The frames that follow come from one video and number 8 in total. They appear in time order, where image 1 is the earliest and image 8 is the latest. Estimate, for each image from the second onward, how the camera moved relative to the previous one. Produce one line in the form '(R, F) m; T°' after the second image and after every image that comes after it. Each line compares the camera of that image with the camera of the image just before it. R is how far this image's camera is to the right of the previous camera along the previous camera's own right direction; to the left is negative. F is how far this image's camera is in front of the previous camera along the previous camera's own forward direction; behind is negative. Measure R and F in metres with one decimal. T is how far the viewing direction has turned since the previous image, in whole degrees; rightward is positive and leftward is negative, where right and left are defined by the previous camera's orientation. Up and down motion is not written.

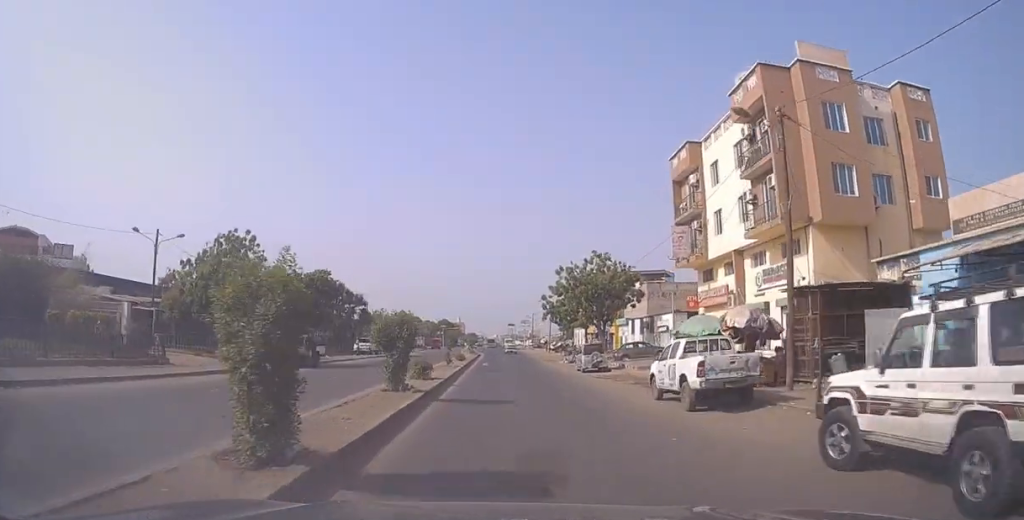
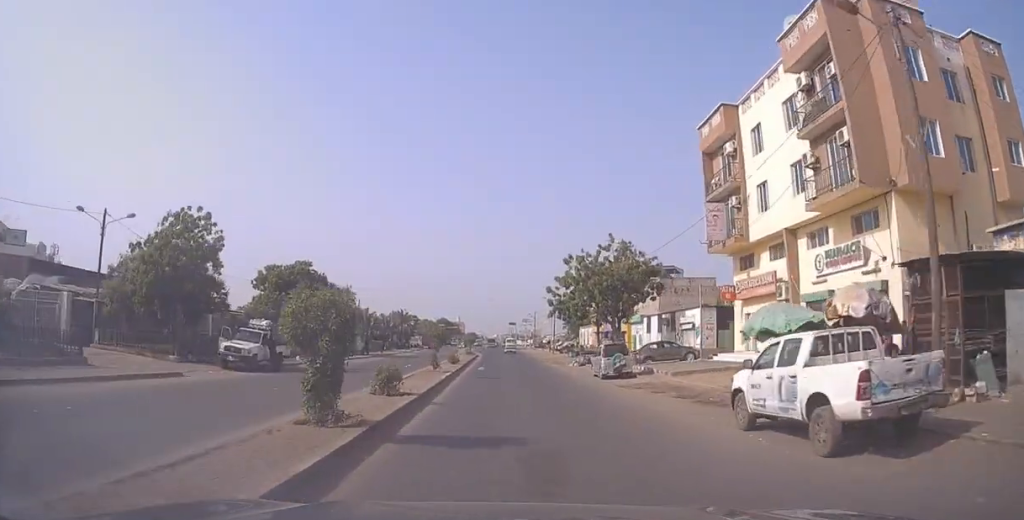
(+0.1, +6.7) m; 0°
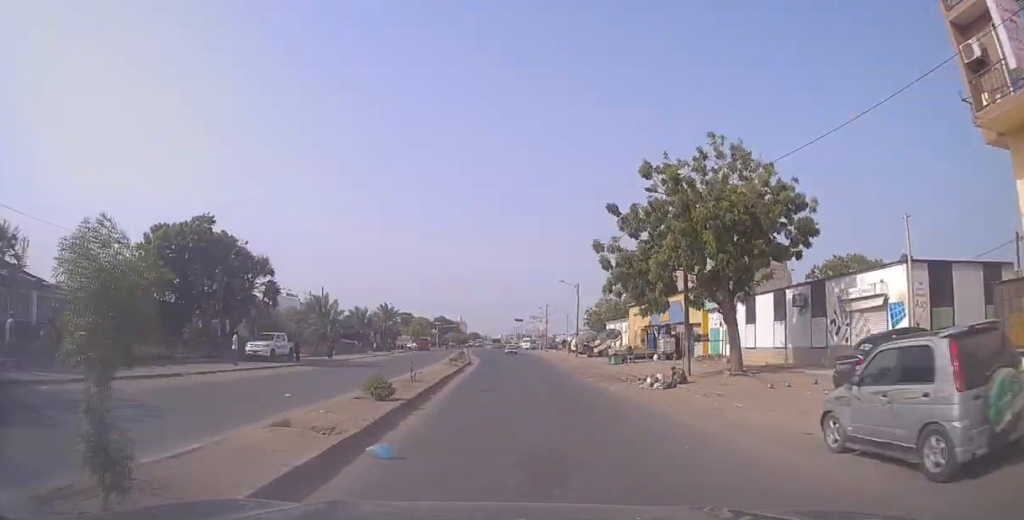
(0.0, +22.4) m; 0°
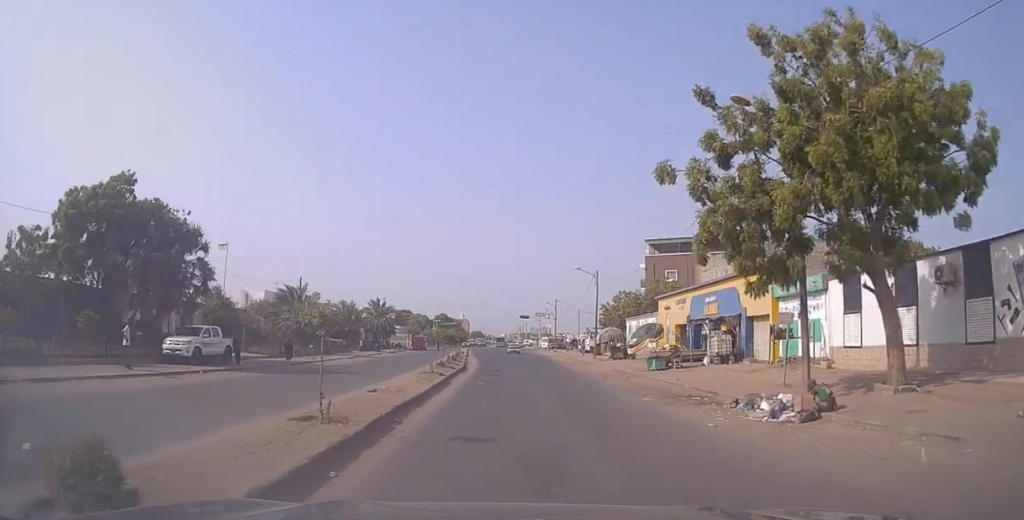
(0.0, +10.1) m; -1°
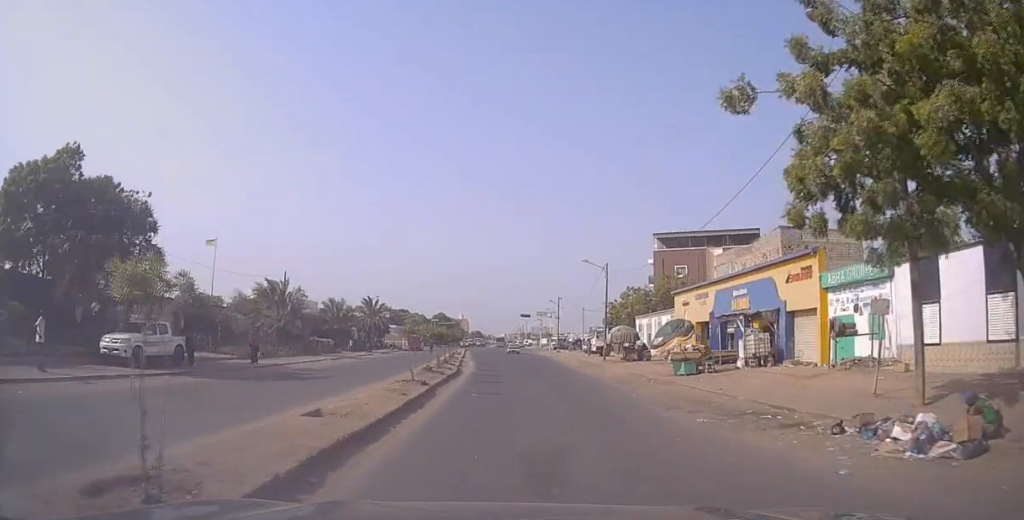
(0.0, +5.0) m; -1°
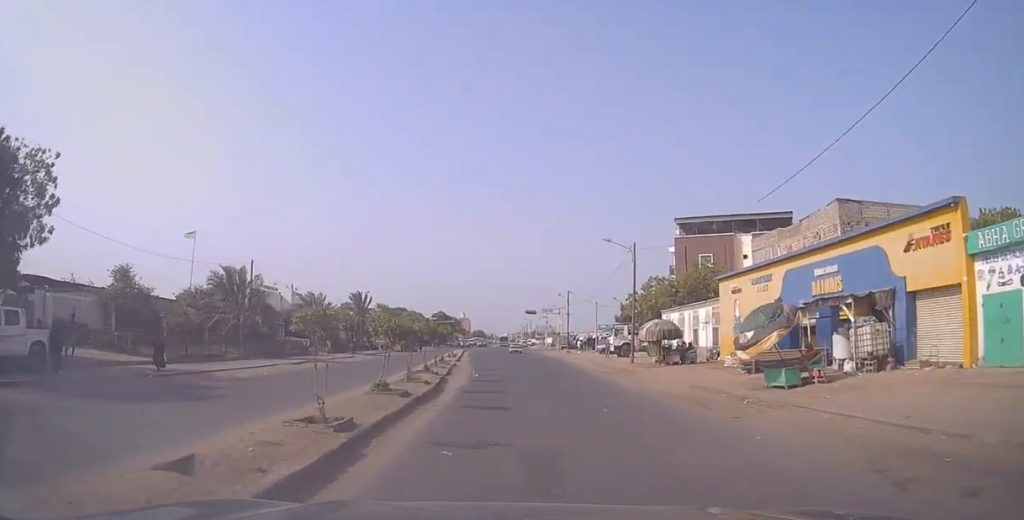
(-0.2, +9.3) m; -1°
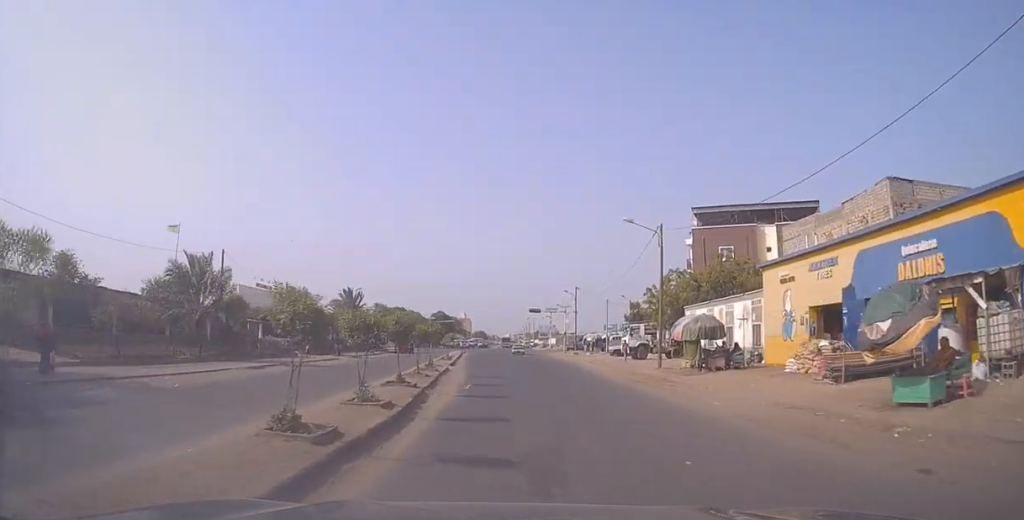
(0.0, +6.4) m; 0°
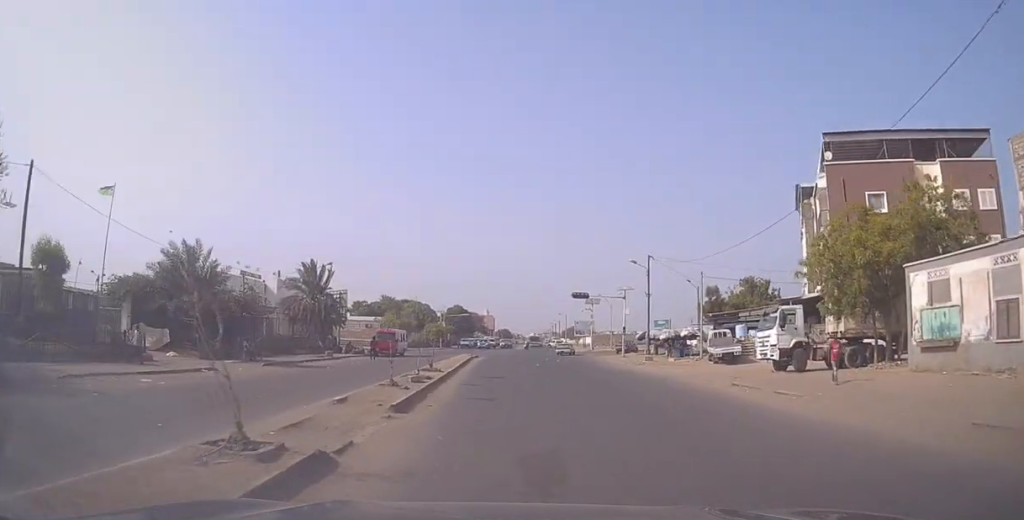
(-0.2, +24.6) m; -1°
